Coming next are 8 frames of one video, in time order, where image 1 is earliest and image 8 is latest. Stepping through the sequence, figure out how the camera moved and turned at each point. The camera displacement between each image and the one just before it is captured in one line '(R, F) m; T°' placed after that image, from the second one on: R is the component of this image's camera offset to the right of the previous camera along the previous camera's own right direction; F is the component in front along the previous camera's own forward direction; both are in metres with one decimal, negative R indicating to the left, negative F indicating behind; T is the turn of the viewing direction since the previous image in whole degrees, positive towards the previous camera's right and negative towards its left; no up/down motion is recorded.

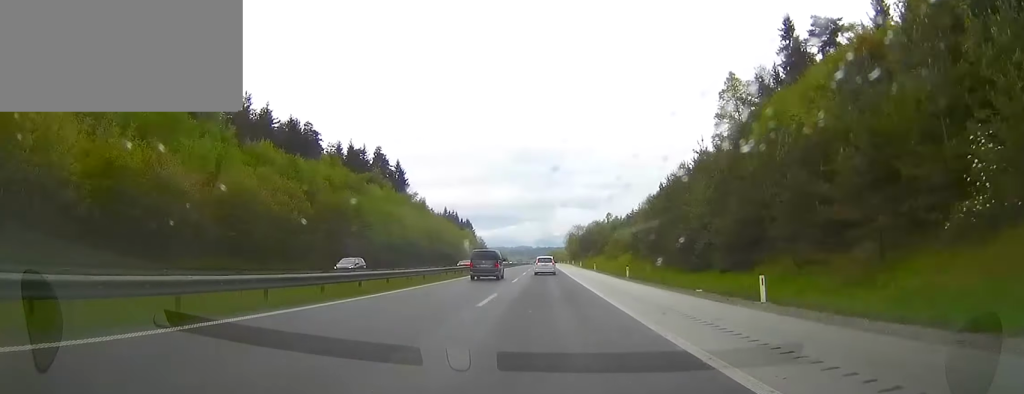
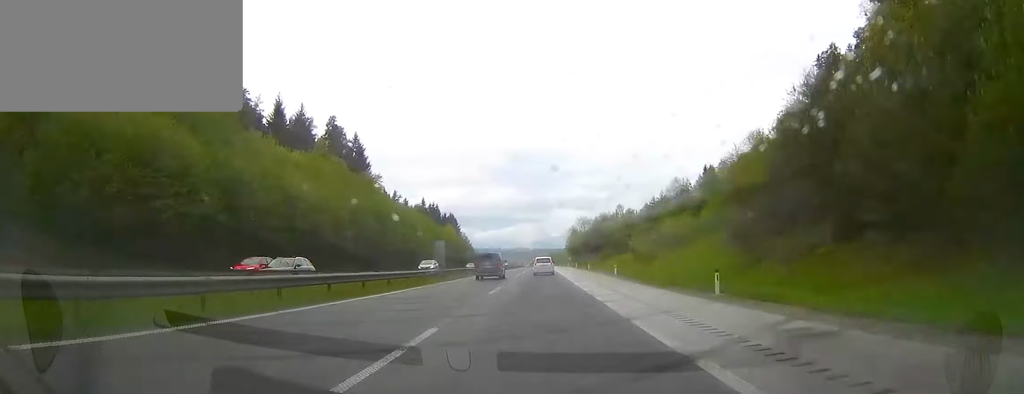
(-0.1, +46.9) m; 0°
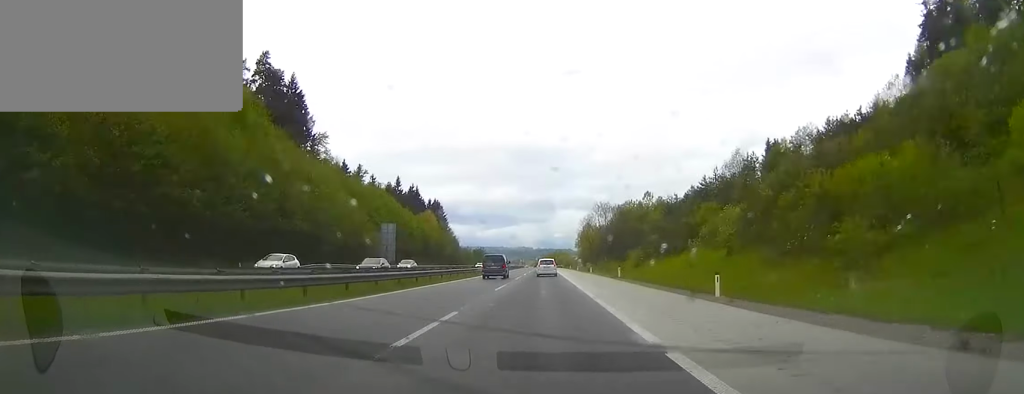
(0.0, +50.1) m; 0°
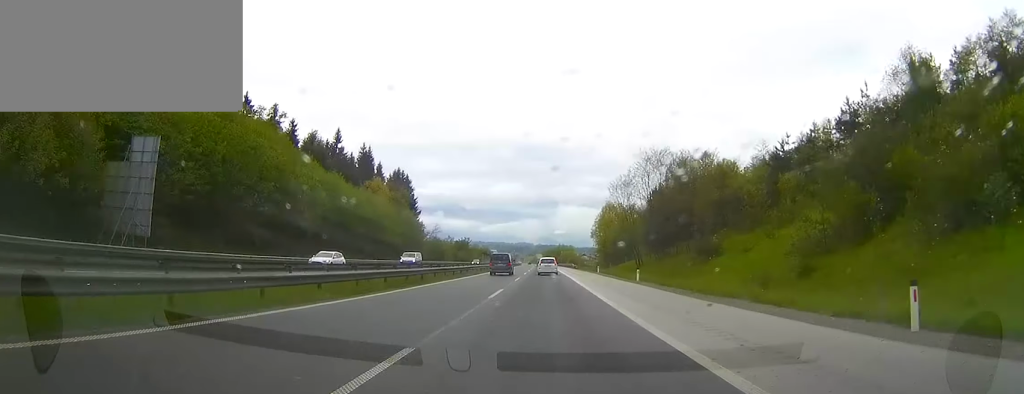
(+0.2, +59.6) m; 0°
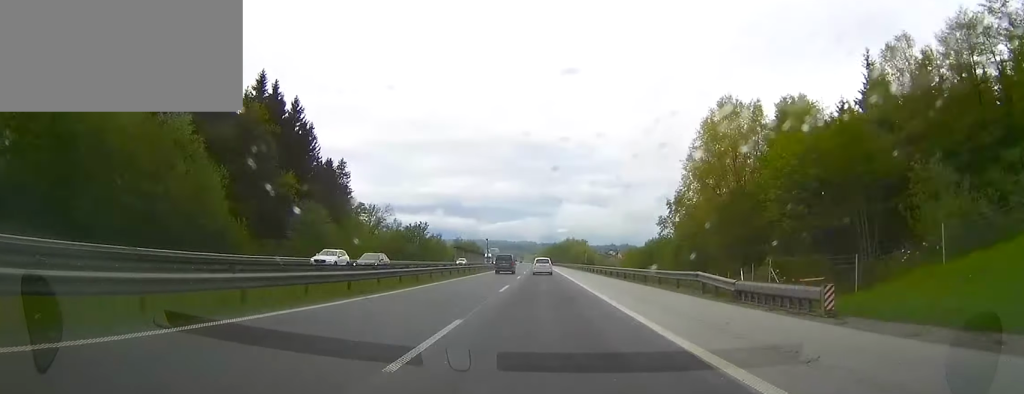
(-0.3, +85.1) m; -1°
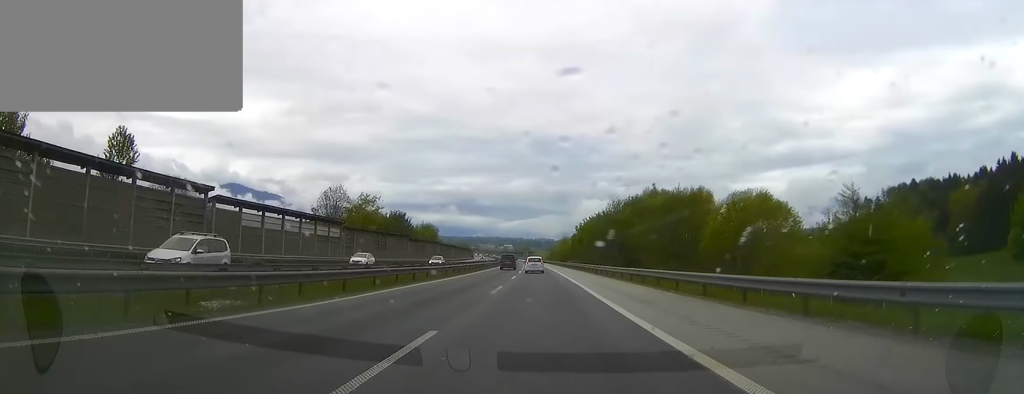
(-2.9, +180.3) m; -2°
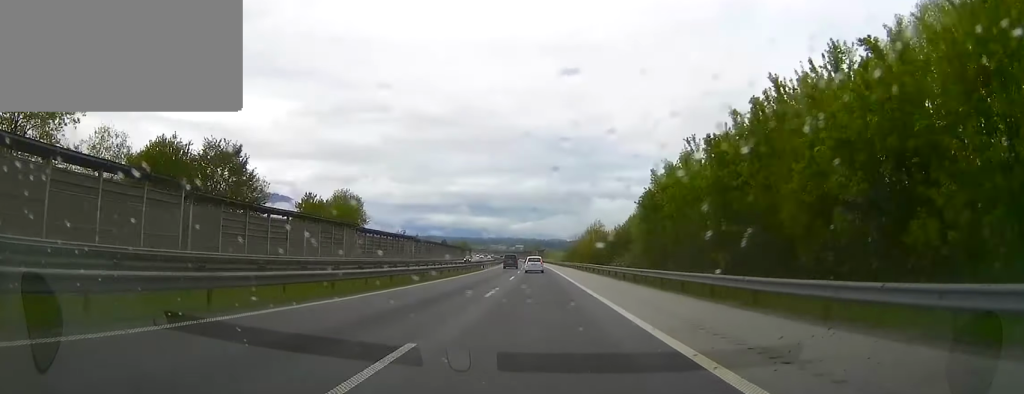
(-0.7, +72.8) m; -1°
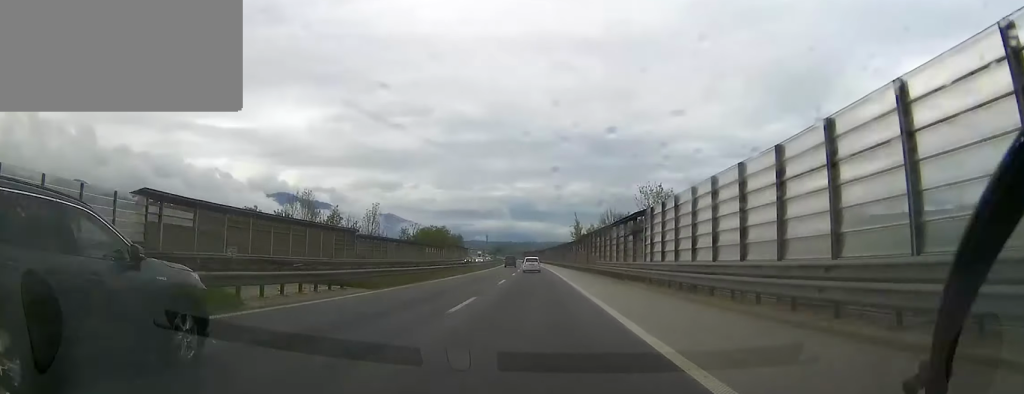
(-8.0, +235.9) m; -4°
